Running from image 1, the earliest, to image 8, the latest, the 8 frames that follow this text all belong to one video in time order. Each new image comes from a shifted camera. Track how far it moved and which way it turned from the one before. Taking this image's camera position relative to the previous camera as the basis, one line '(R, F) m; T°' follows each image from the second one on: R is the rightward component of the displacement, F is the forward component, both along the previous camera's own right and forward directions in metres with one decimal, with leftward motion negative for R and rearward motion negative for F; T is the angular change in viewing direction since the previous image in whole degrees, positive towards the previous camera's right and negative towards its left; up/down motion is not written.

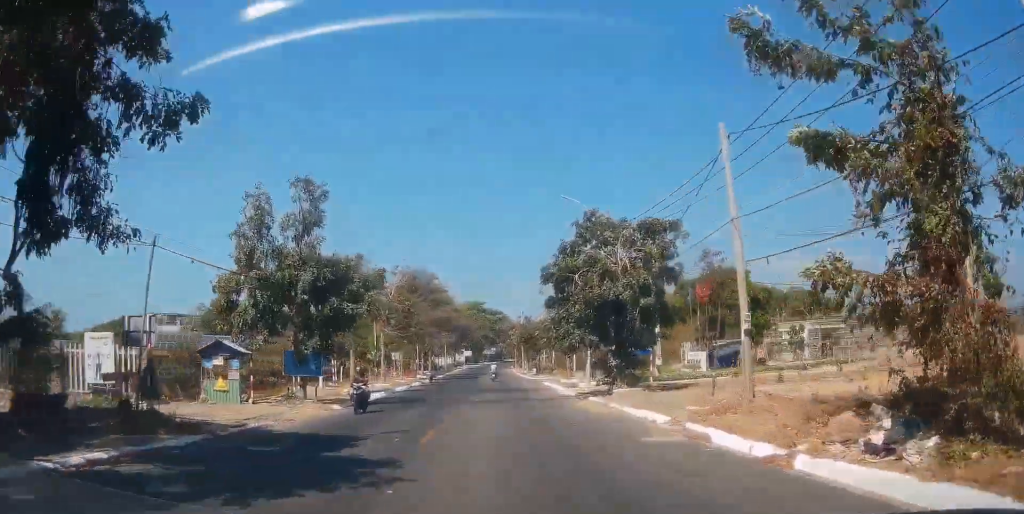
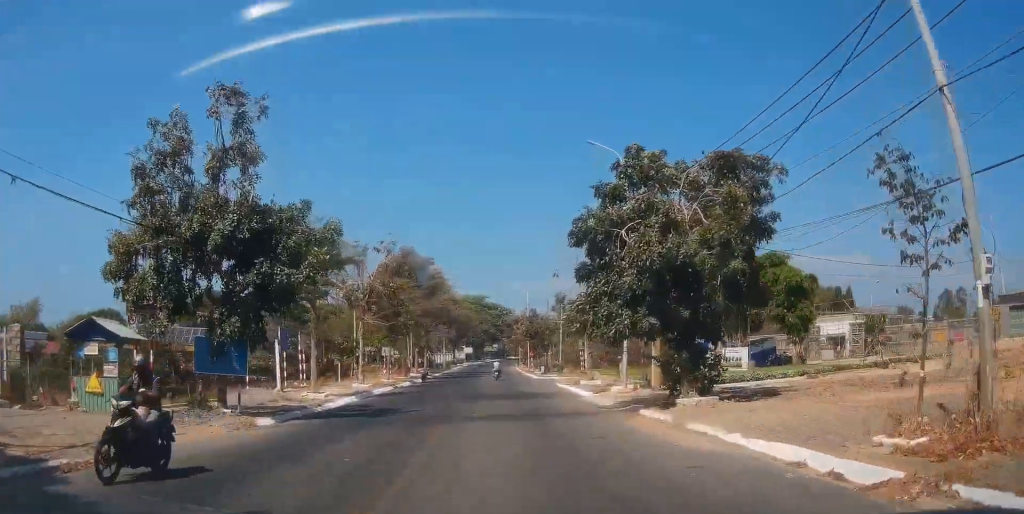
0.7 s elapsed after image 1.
(-0.1, +8.7) m; 0°
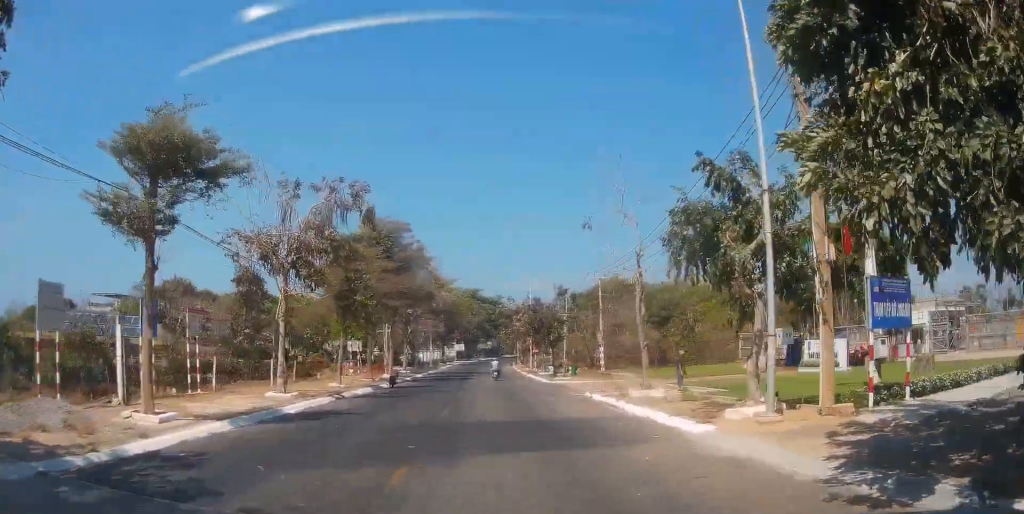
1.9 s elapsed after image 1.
(+0.1, +14.3) m; +2°
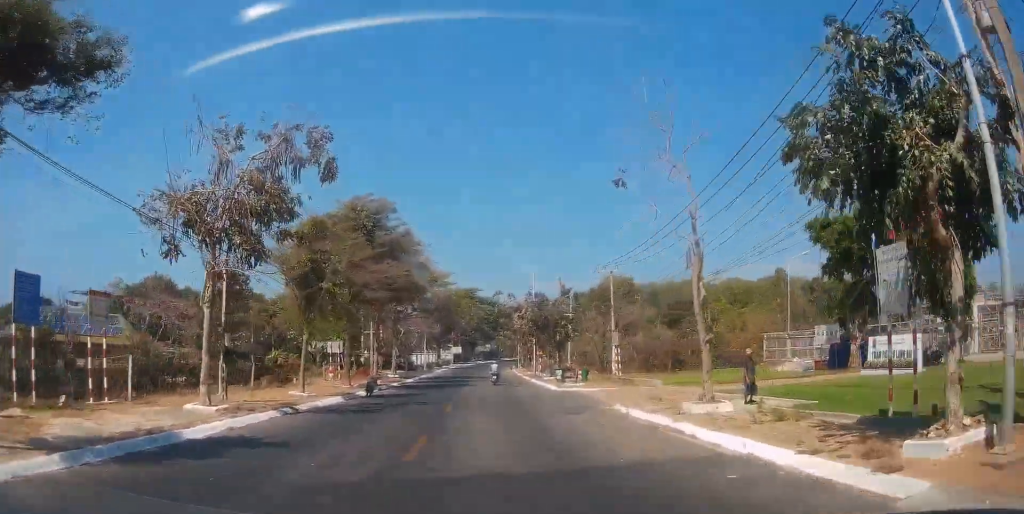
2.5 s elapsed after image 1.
(+0.1, +6.7) m; +1°
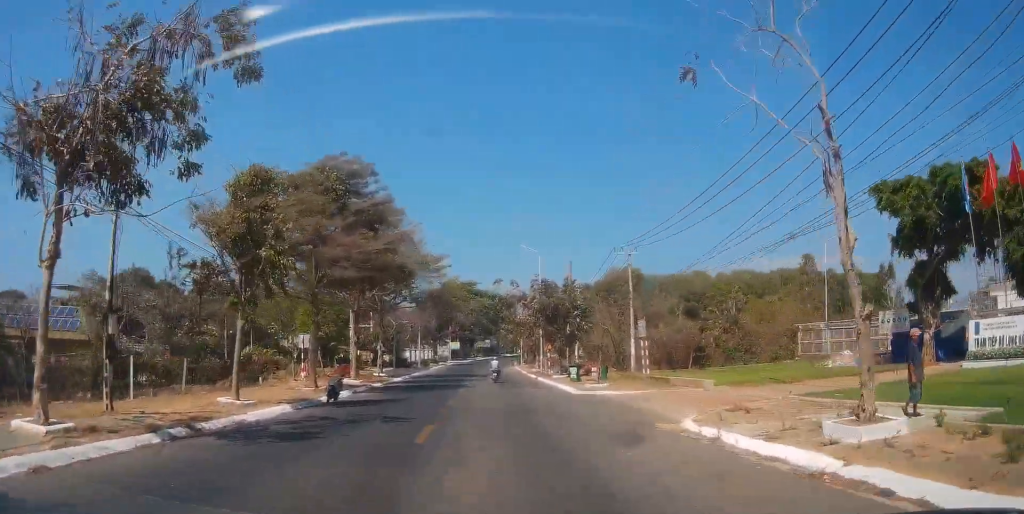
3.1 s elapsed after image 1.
(+0.2, +7.4) m; 0°
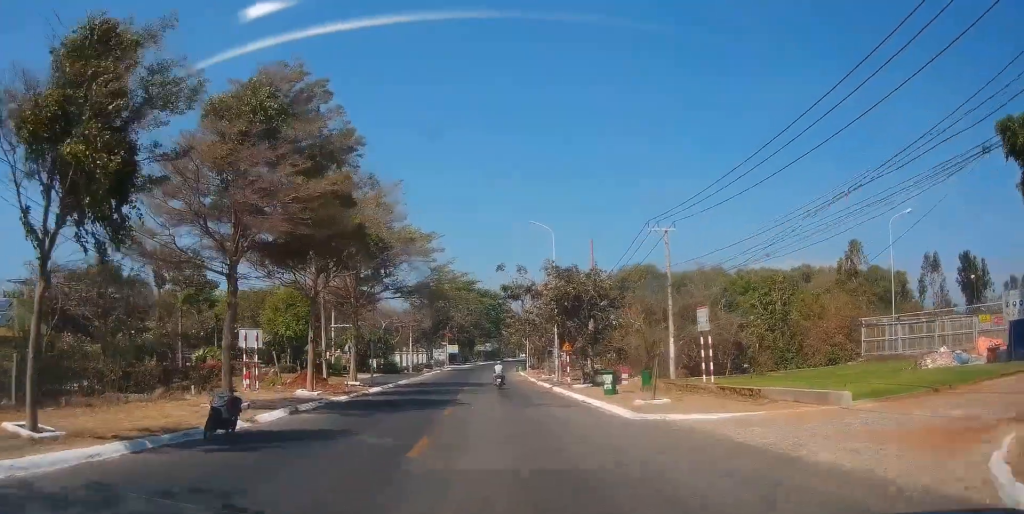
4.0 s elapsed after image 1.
(-0.2, +10.4) m; -2°
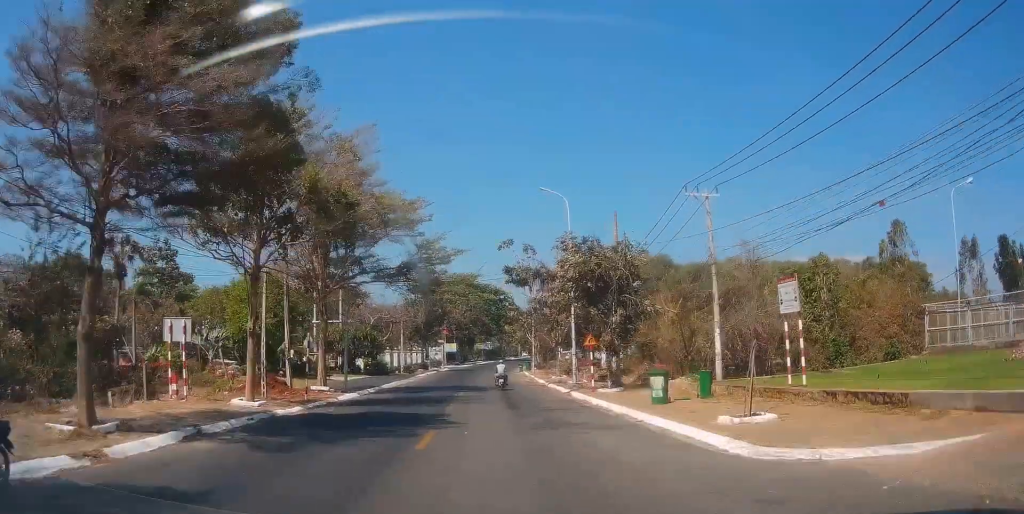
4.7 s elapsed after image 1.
(-0.1, +8.0) m; -1°
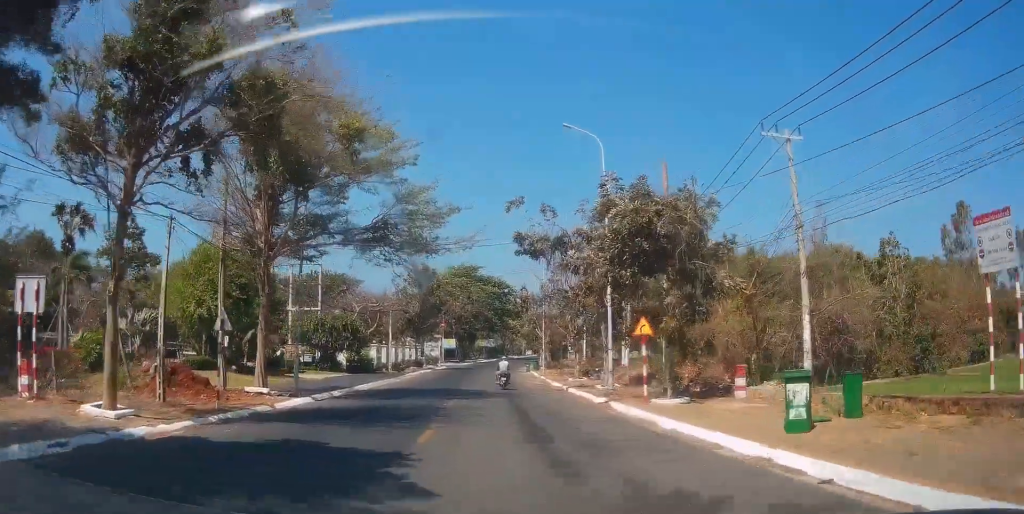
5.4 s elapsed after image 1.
(-0.1, +9.2) m; 0°
